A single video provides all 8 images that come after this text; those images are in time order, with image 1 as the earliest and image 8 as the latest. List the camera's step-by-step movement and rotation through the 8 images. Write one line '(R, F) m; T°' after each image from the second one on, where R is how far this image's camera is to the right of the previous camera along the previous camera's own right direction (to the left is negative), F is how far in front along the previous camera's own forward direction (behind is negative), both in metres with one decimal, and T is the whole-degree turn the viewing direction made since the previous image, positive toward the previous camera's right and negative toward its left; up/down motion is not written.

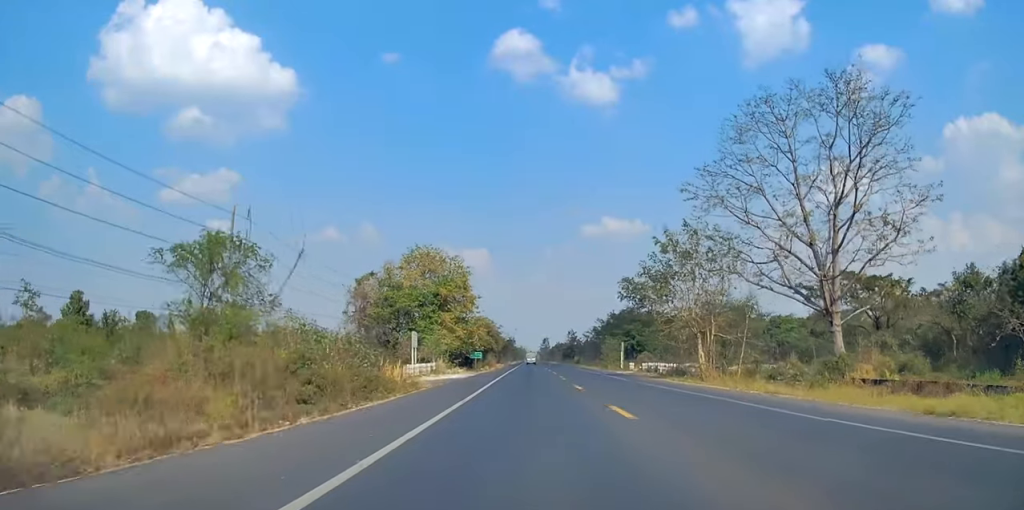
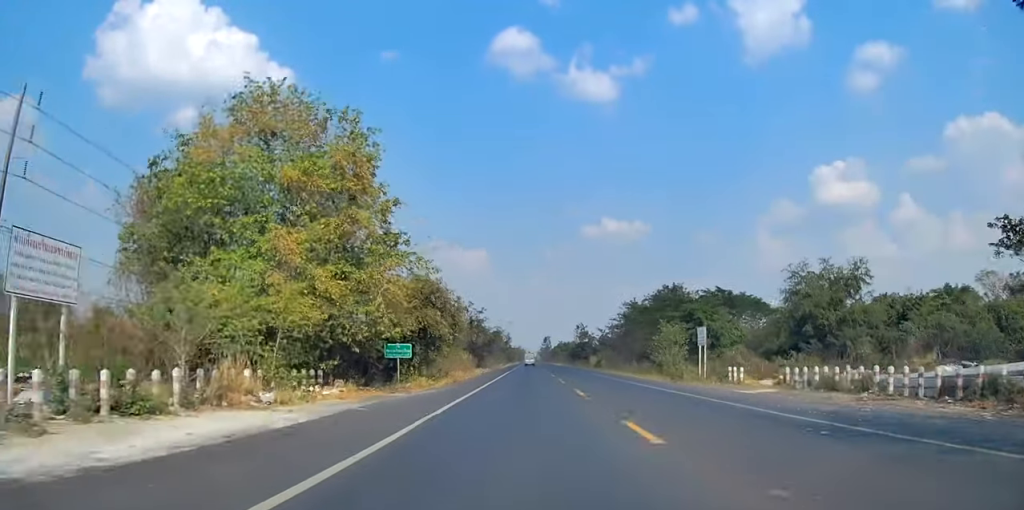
(-0.5, +39.0) m; -1°
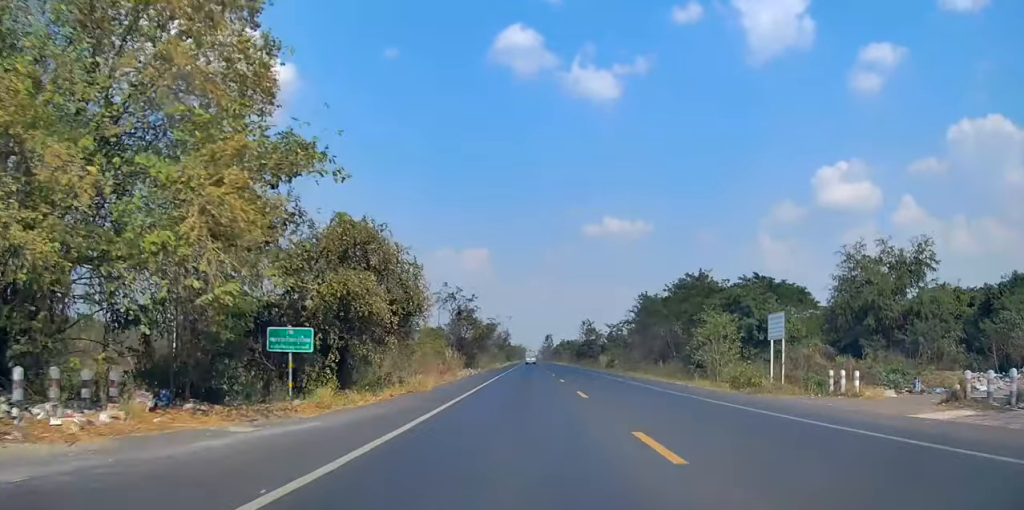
(+0.3, +13.3) m; 0°
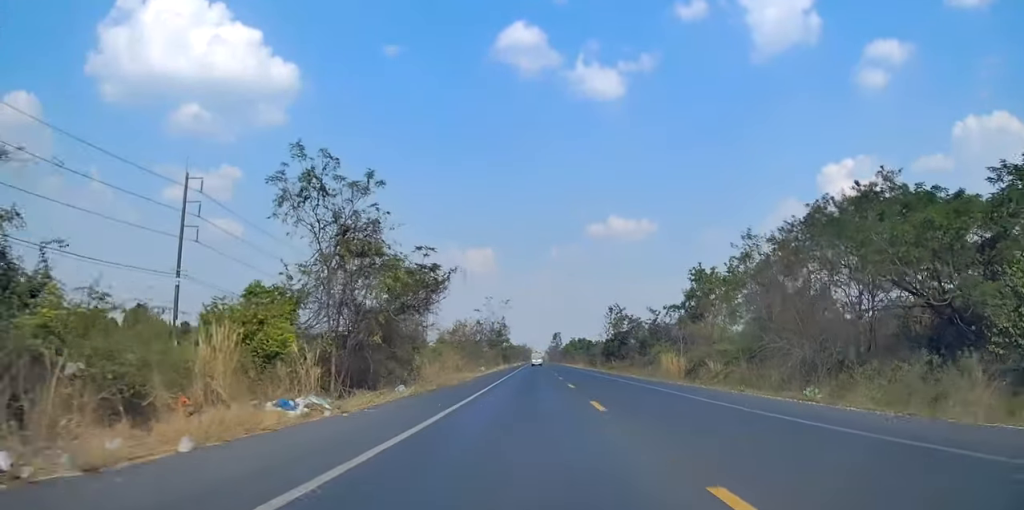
(+0.1, +40.1) m; +1°
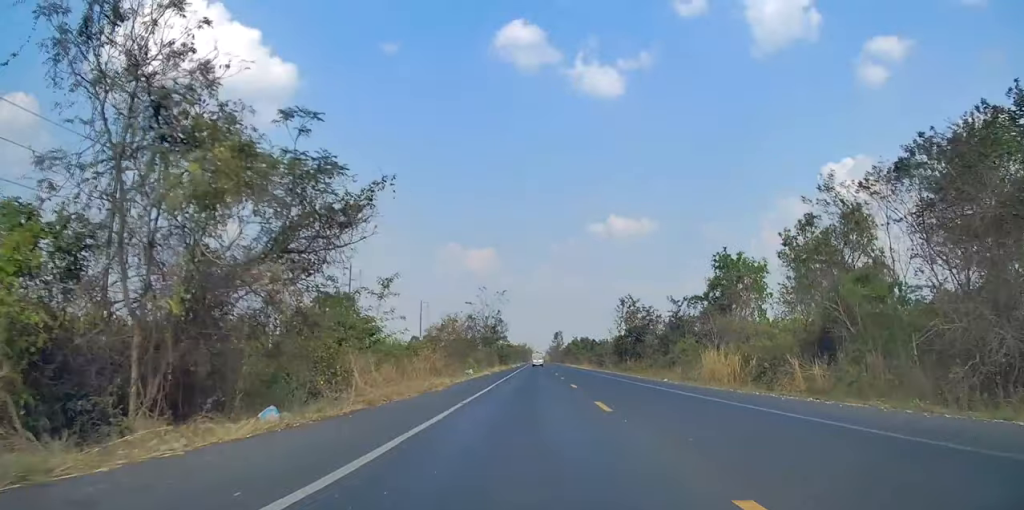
(+0.1, +12.7) m; 0°
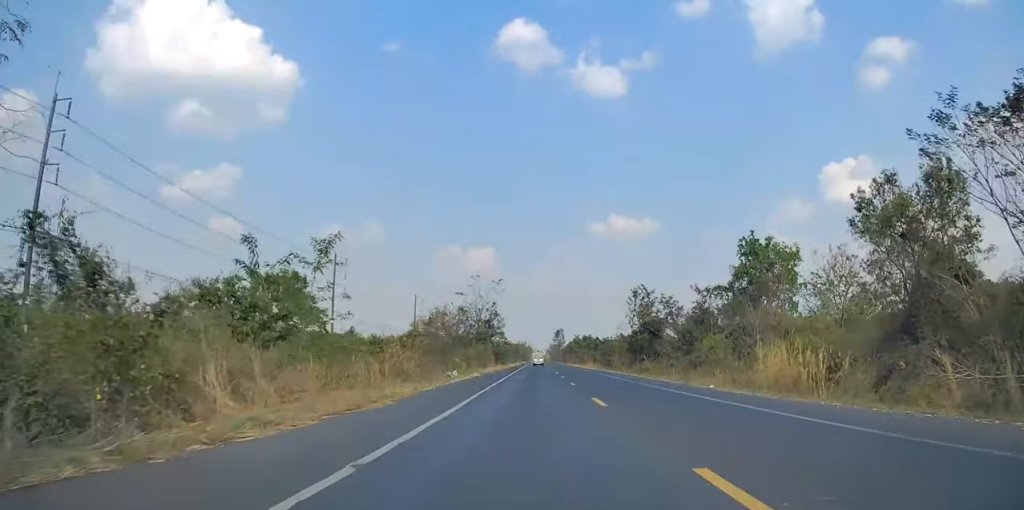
(-0.1, +10.8) m; 0°
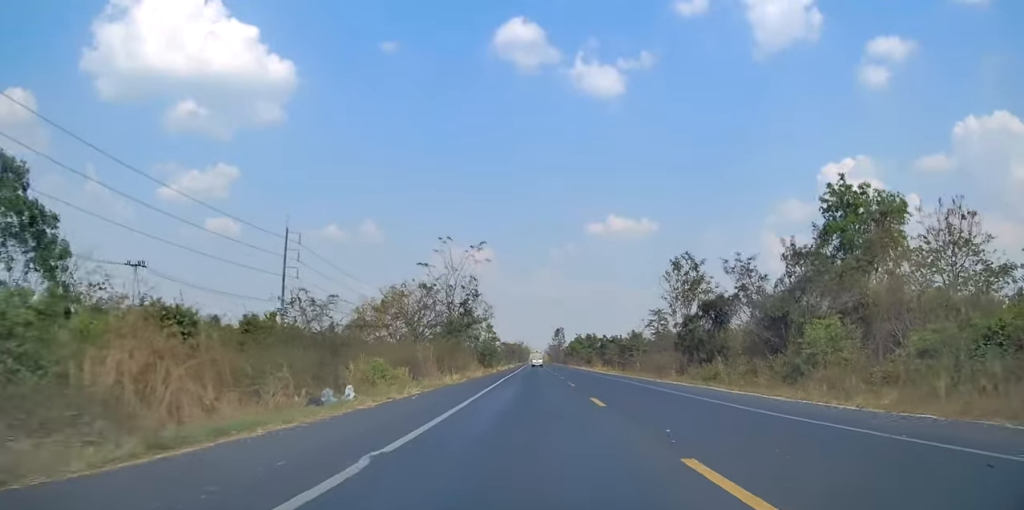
(0.0, +23.5) m; 0°
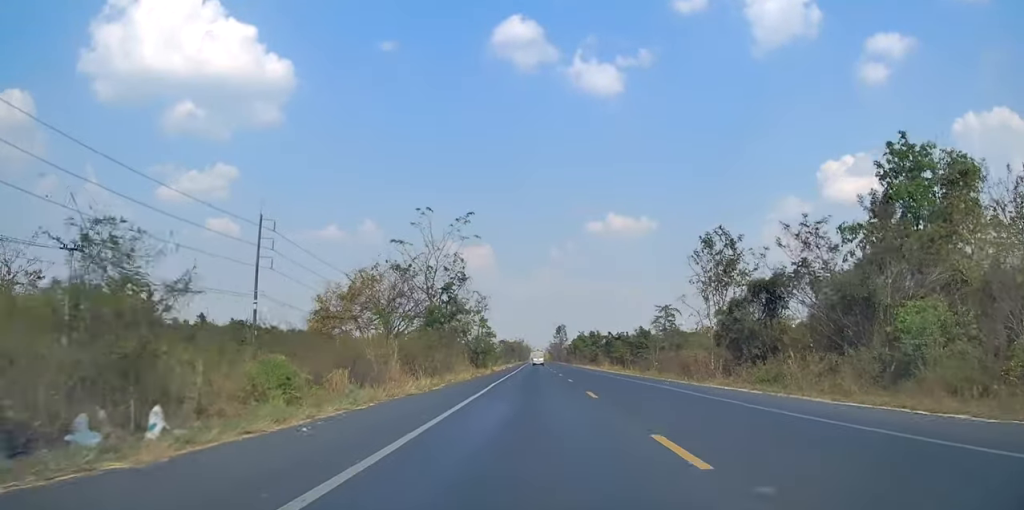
(0.0, +9.7) m; 0°
